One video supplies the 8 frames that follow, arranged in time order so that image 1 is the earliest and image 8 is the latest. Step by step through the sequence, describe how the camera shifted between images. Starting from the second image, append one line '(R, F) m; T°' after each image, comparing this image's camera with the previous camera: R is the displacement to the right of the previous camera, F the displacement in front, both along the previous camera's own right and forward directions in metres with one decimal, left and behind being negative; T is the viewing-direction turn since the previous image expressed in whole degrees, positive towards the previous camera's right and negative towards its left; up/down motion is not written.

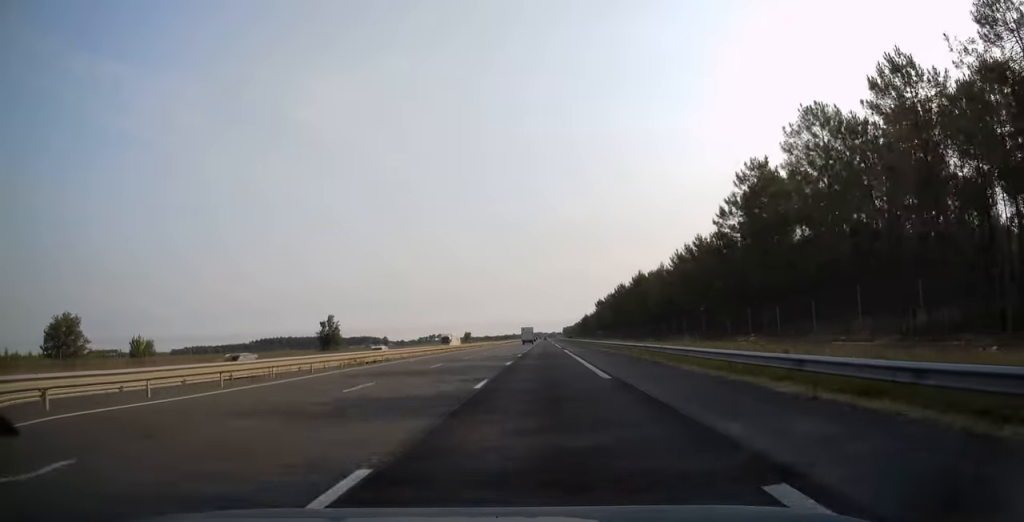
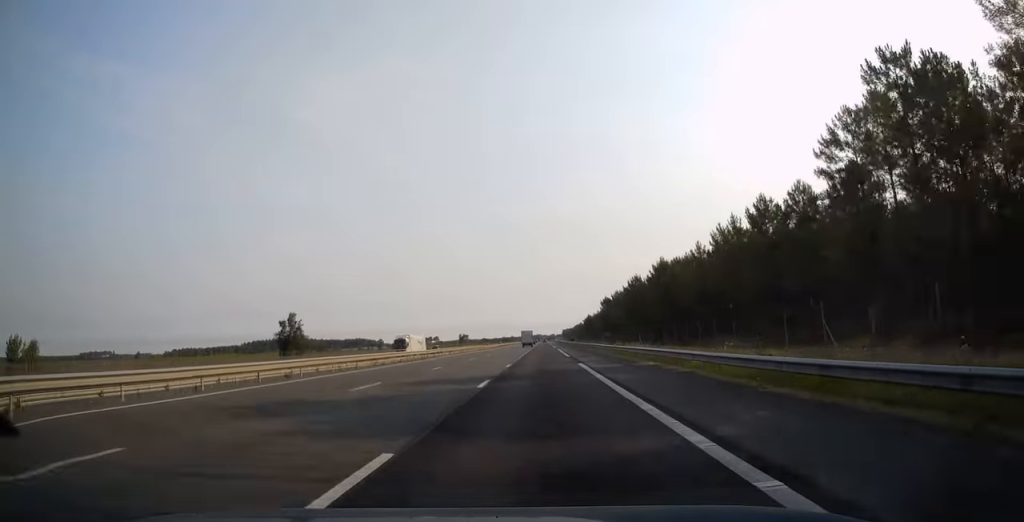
(-0.1, +25.2) m; 0°
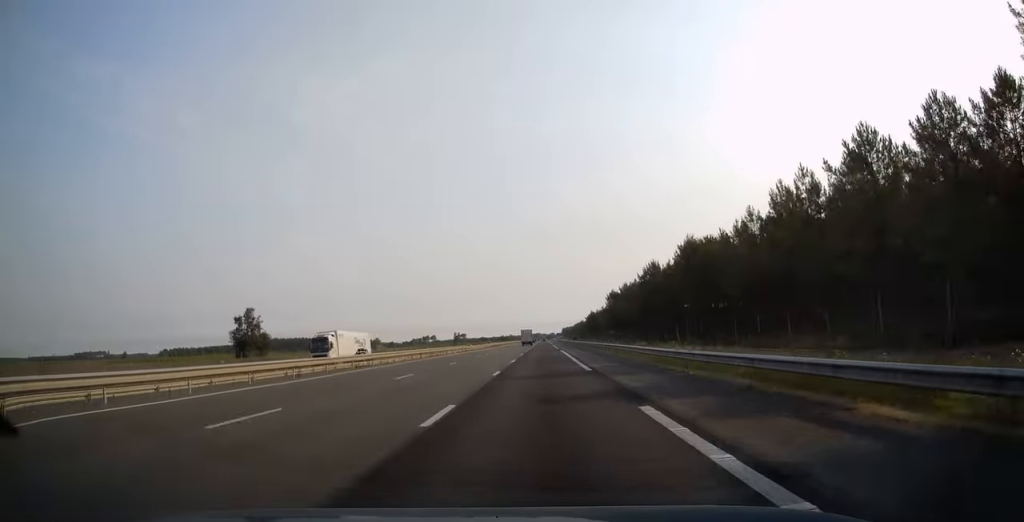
(0.0, +20.7) m; 0°
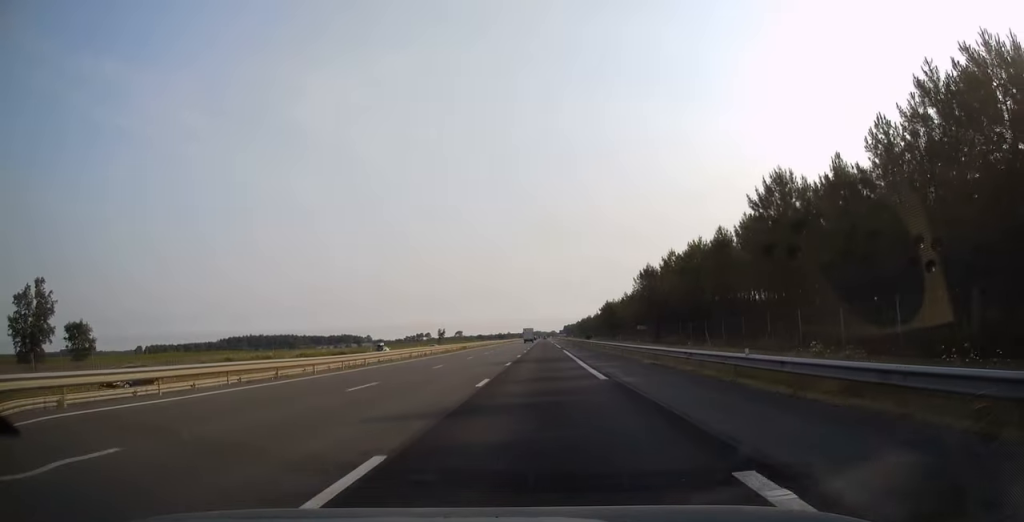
(+0.1, +57.5) m; 0°
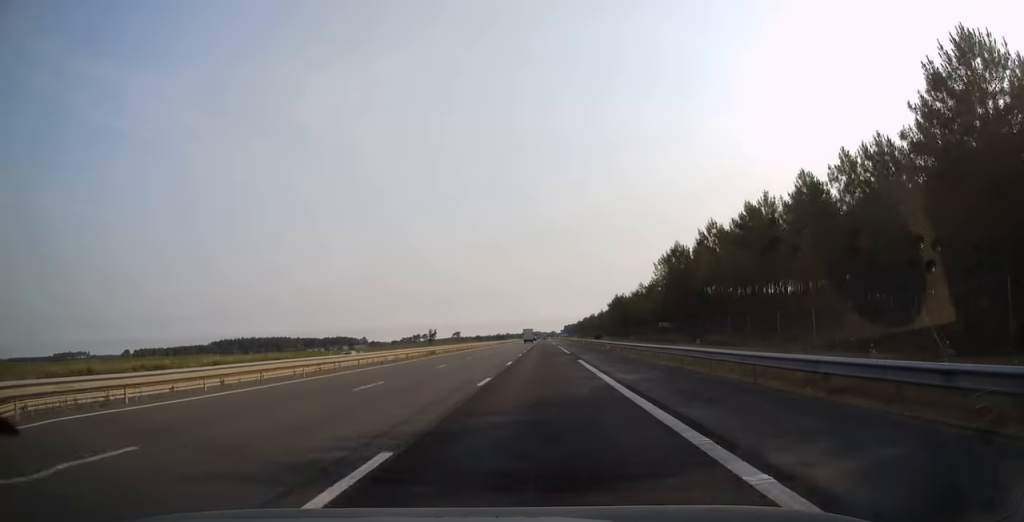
(0.0, +25.6) m; 0°
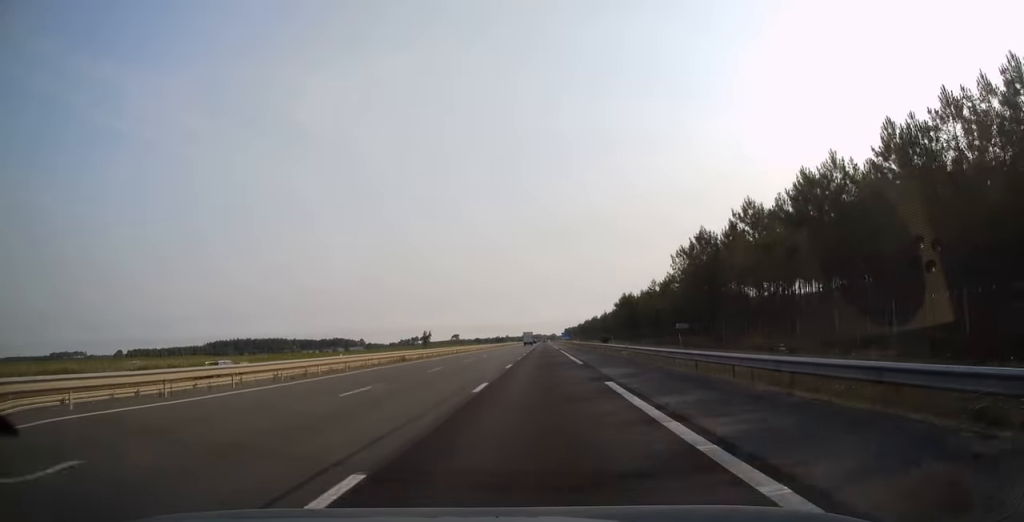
(-0.1, +14.3) m; 0°
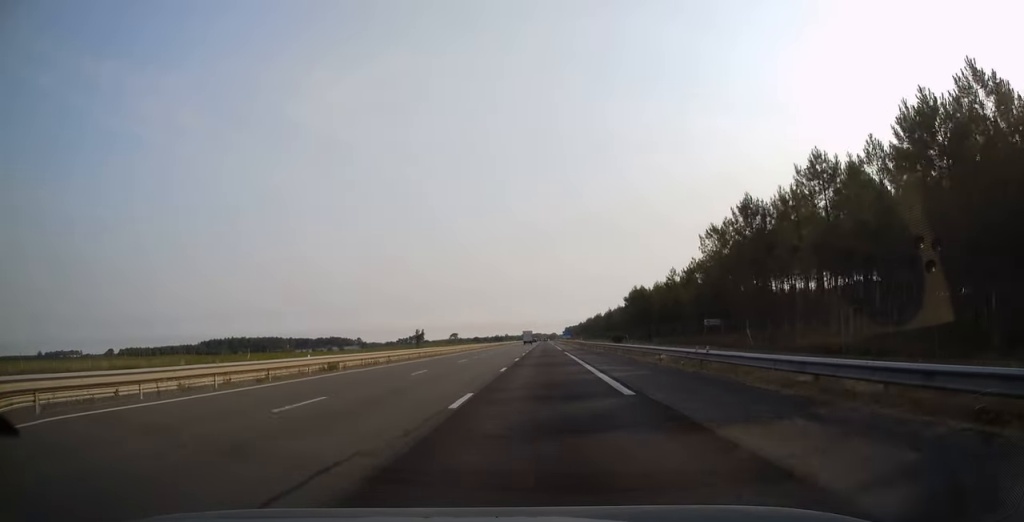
(0.0, +17.3) m; 0°
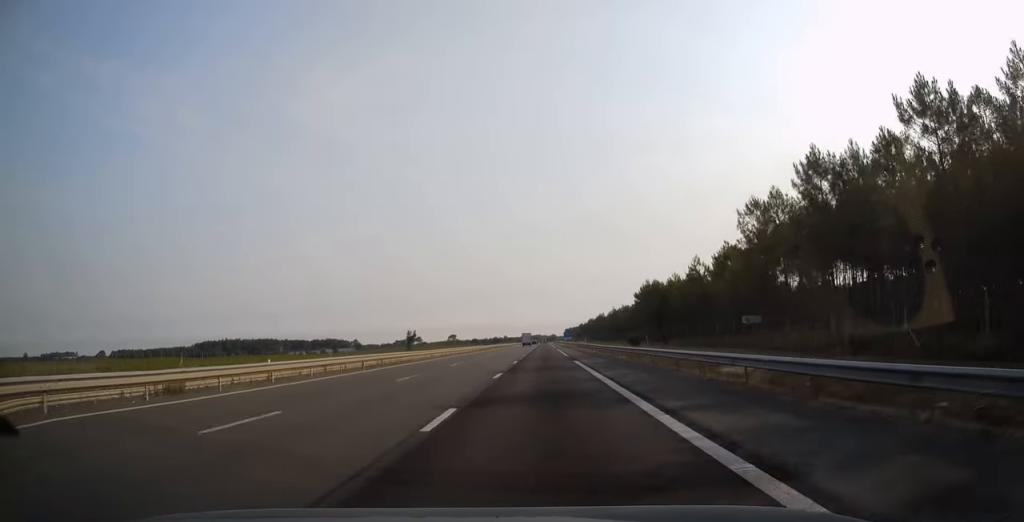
(+0.1, +15.8) m; 0°
